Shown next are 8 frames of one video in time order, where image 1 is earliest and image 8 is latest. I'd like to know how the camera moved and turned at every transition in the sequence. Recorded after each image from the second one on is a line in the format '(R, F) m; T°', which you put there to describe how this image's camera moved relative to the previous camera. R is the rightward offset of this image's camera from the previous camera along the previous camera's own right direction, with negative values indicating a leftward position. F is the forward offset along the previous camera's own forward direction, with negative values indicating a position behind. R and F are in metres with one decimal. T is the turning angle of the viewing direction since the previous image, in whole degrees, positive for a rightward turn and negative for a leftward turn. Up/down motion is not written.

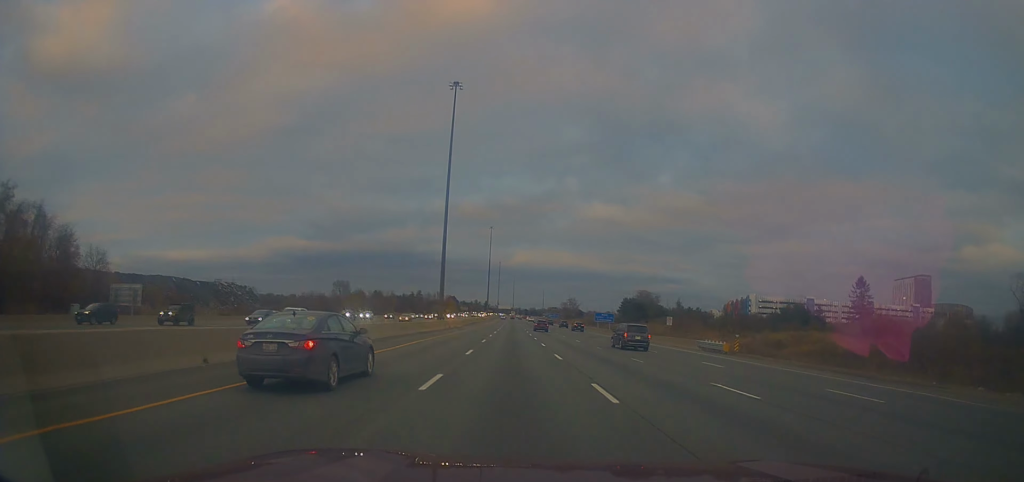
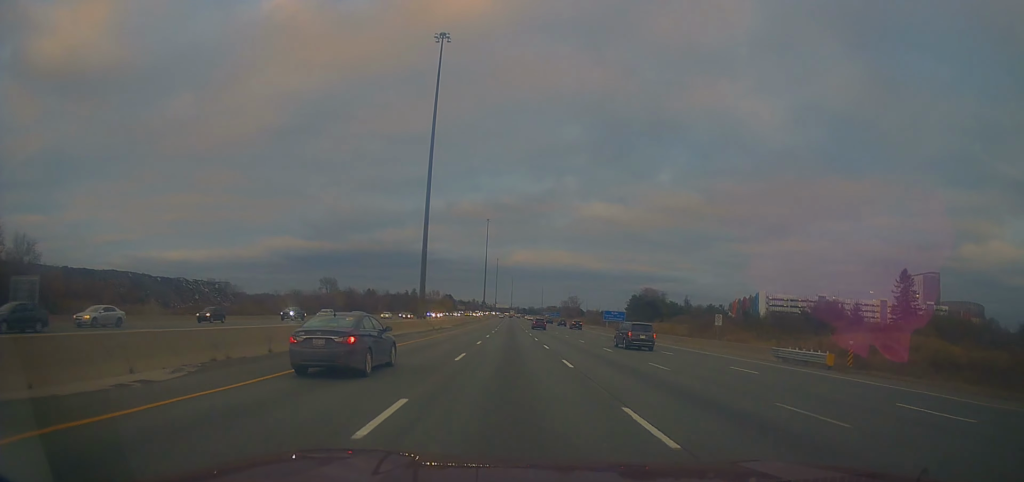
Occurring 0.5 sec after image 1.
(+0.1, +15.8) m; 0°
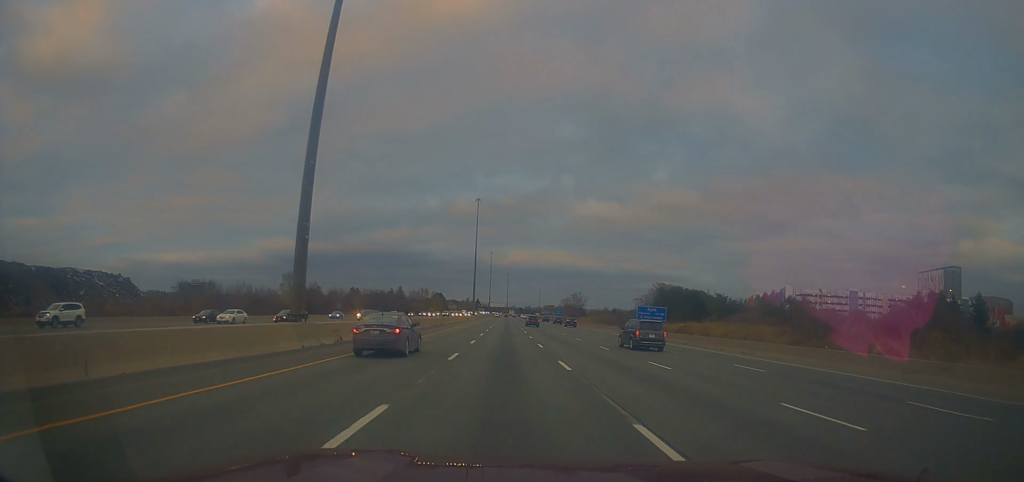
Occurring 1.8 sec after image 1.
(+0.1, +36.8) m; +1°
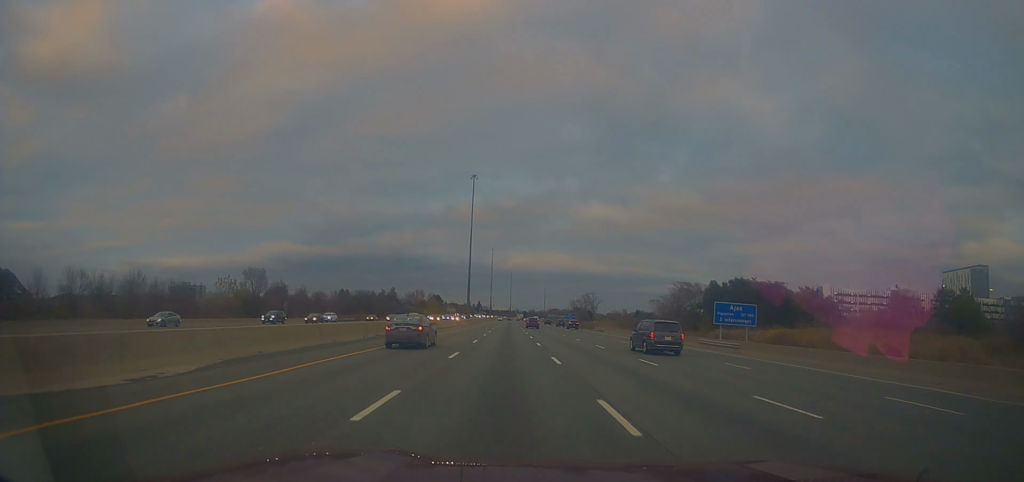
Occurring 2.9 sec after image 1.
(+0.2, +33.7) m; 0°
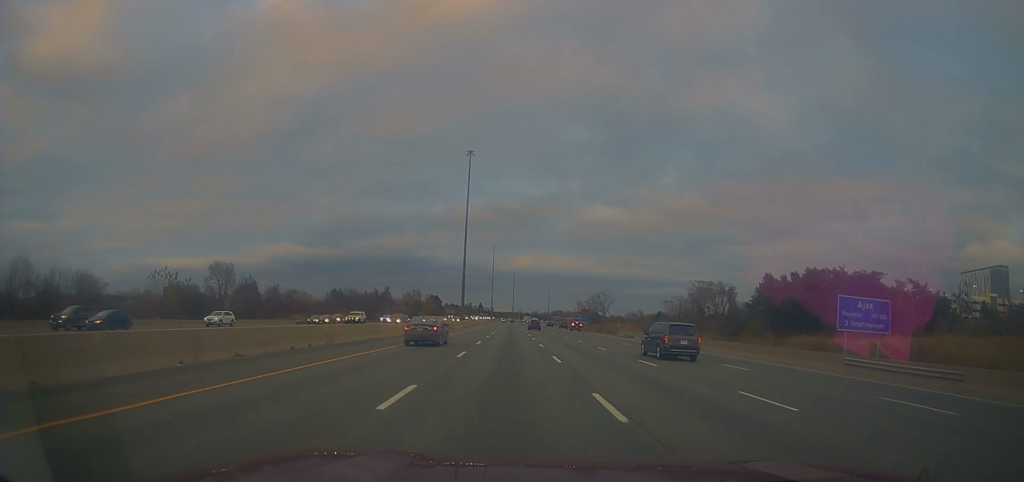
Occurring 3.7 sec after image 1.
(-0.4, +22.7) m; 0°
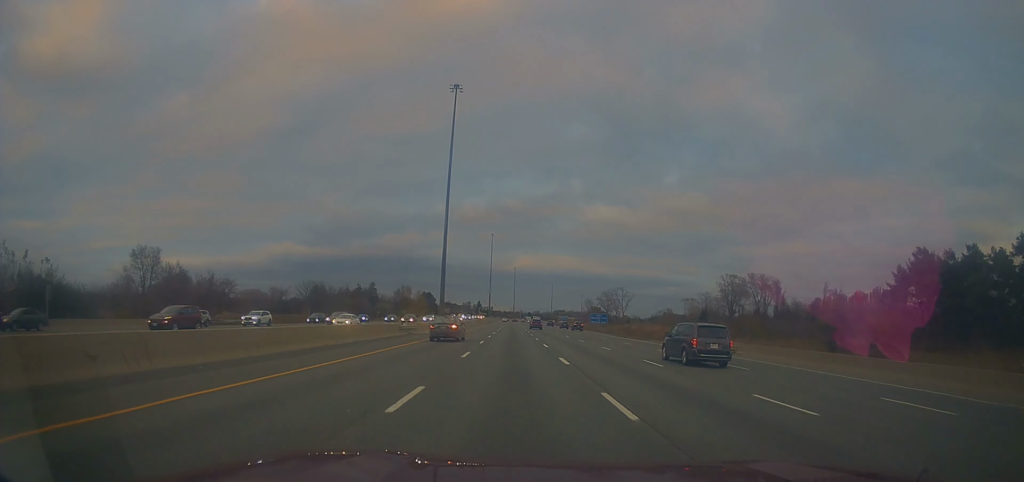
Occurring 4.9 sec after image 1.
(+0.3, +35.4) m; +1°
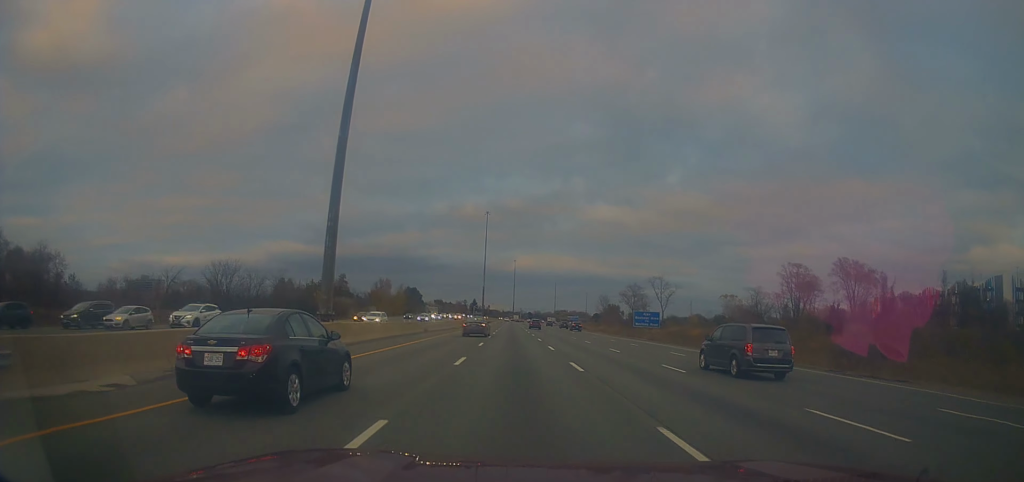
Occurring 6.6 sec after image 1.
(-0.6, +50.3) m; -1°
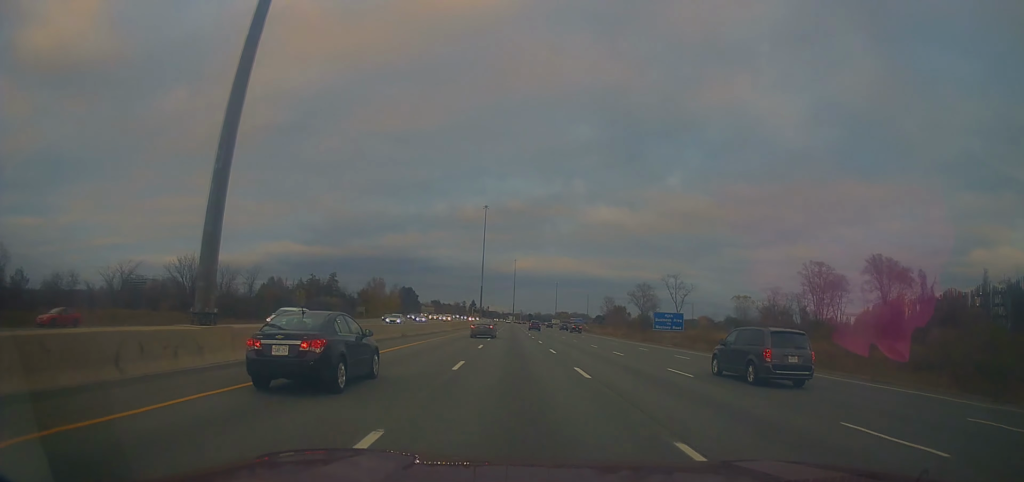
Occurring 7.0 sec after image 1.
(-0.1, +12.8) m; 0°
